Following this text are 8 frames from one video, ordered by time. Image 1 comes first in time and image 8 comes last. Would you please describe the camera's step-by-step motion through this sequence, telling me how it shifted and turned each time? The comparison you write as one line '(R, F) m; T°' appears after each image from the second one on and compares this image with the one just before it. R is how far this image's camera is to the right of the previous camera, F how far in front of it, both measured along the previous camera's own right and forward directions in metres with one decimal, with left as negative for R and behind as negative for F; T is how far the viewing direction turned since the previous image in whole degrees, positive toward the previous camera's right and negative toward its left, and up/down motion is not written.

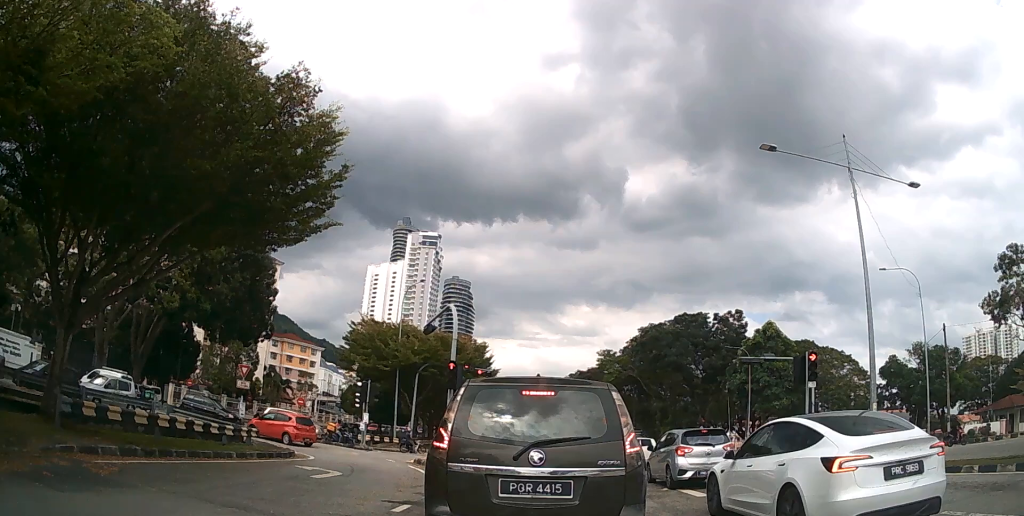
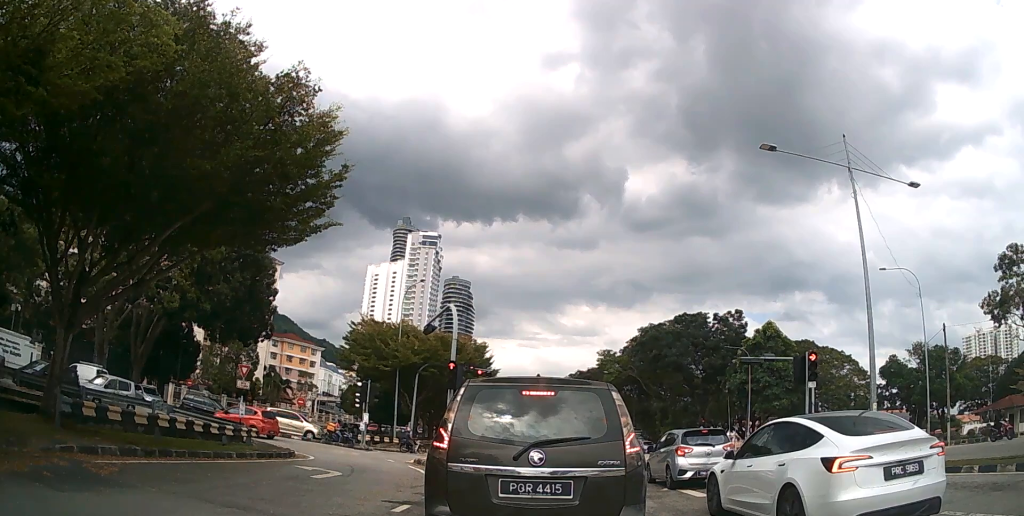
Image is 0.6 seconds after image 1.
(0.0, 0.0) m; 0°
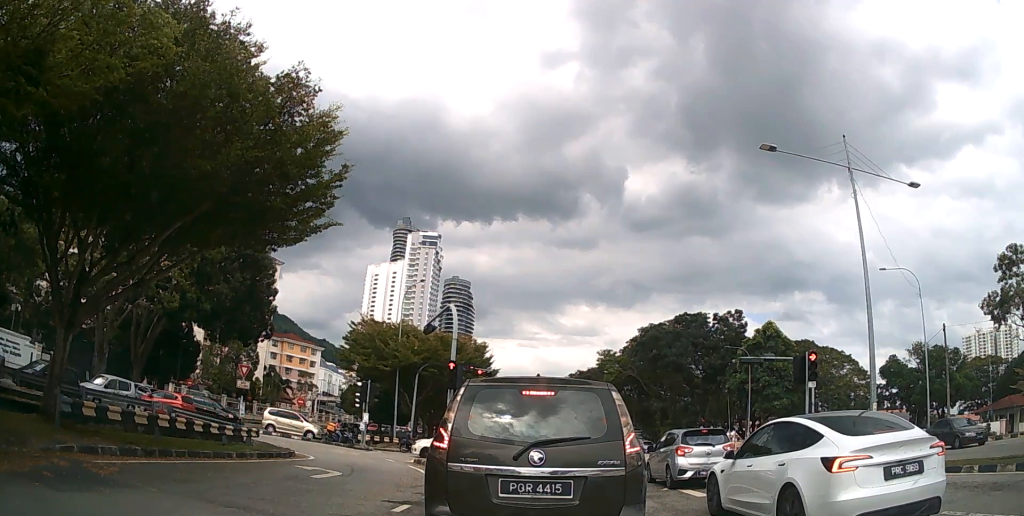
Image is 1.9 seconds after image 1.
(0.0, 0.0) m; 0°
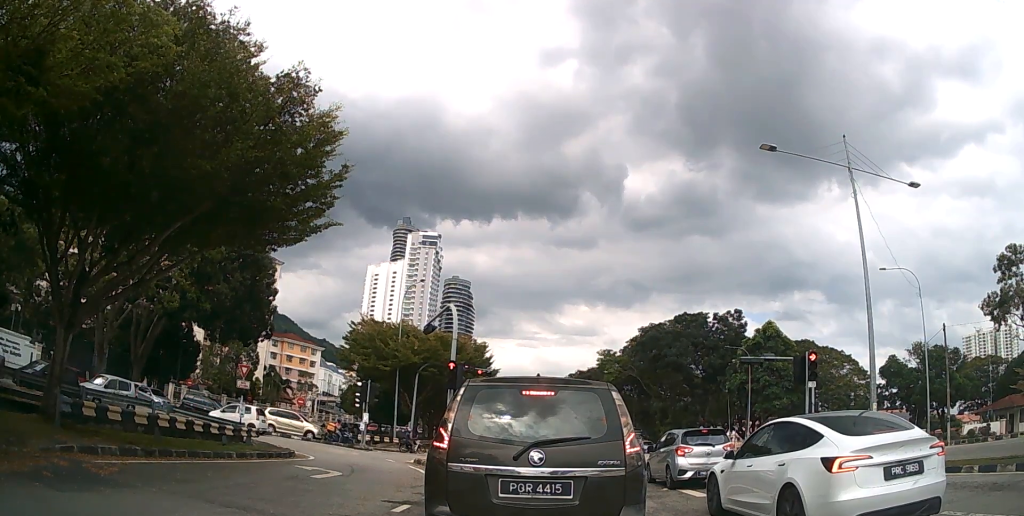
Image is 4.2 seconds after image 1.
(0.0, 0.0) m; 0°
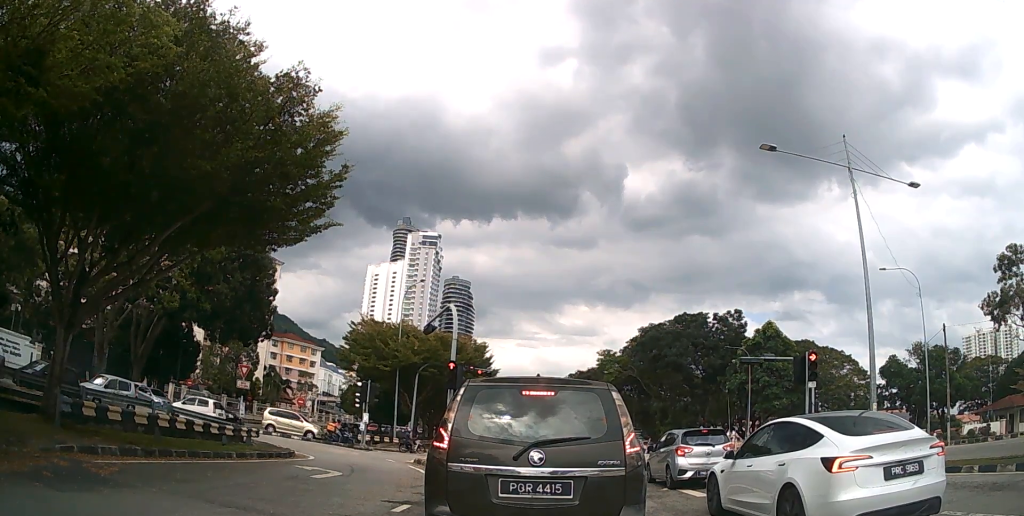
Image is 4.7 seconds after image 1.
(0.0, 0.0) m; 0°
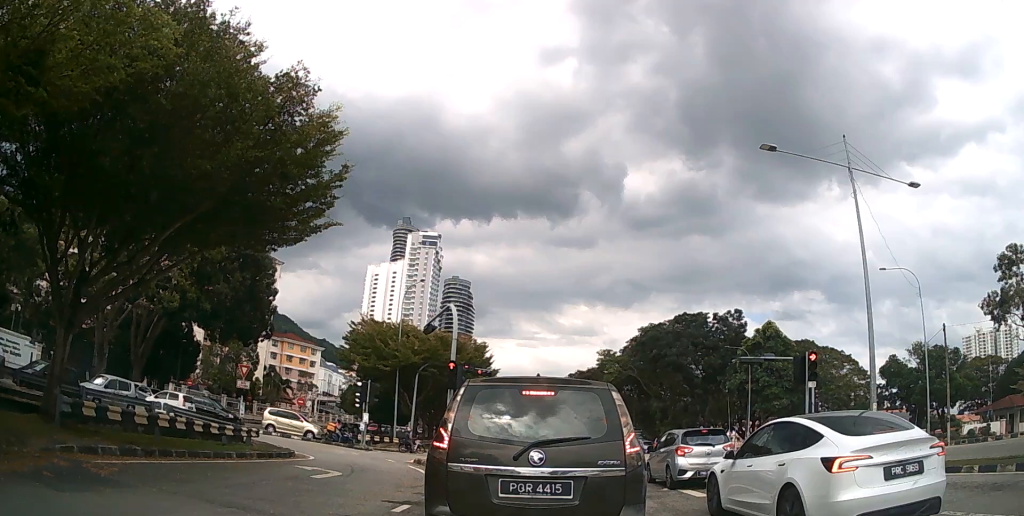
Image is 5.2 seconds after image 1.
(0.0, 0.0) m; 0°
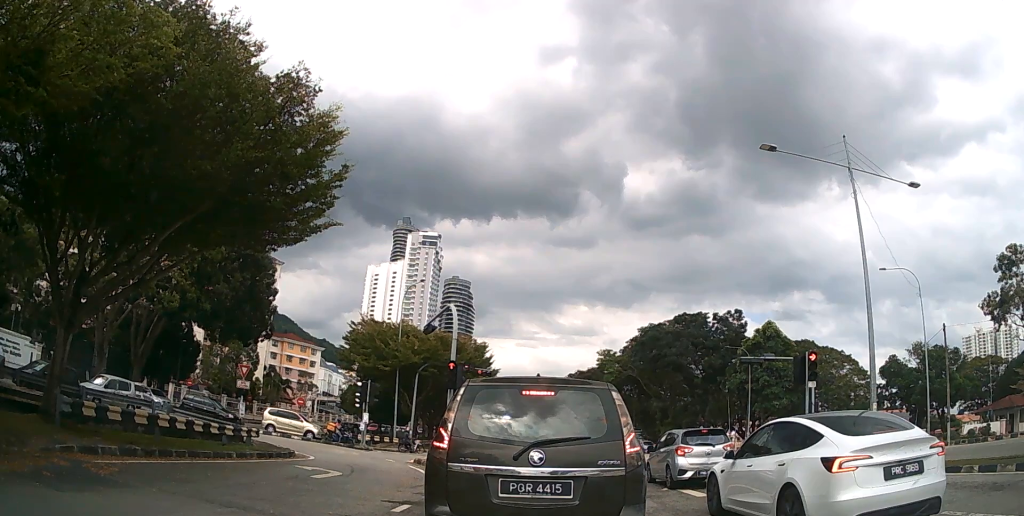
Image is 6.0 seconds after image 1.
(0.0, 0.0) m; 0°
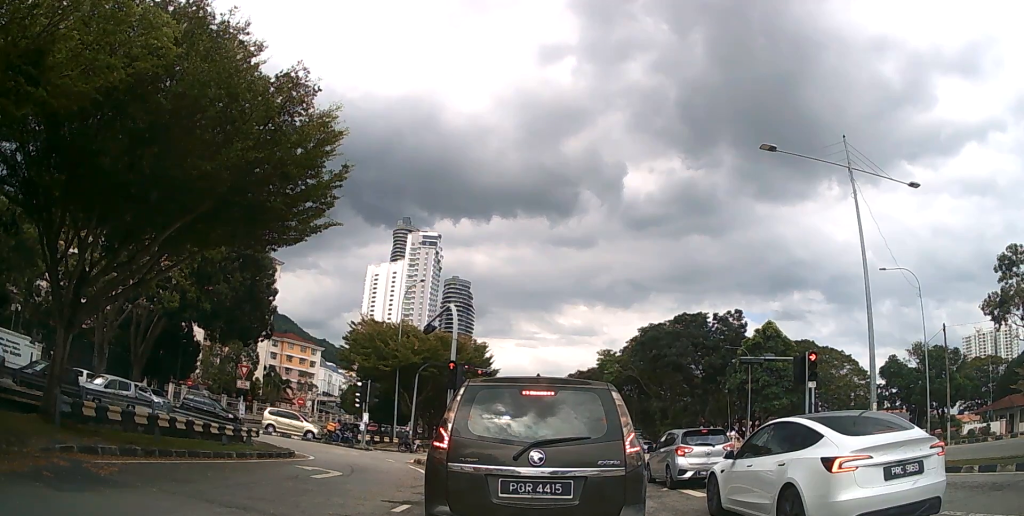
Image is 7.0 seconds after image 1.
(0.0, 0.0) m; 0°
